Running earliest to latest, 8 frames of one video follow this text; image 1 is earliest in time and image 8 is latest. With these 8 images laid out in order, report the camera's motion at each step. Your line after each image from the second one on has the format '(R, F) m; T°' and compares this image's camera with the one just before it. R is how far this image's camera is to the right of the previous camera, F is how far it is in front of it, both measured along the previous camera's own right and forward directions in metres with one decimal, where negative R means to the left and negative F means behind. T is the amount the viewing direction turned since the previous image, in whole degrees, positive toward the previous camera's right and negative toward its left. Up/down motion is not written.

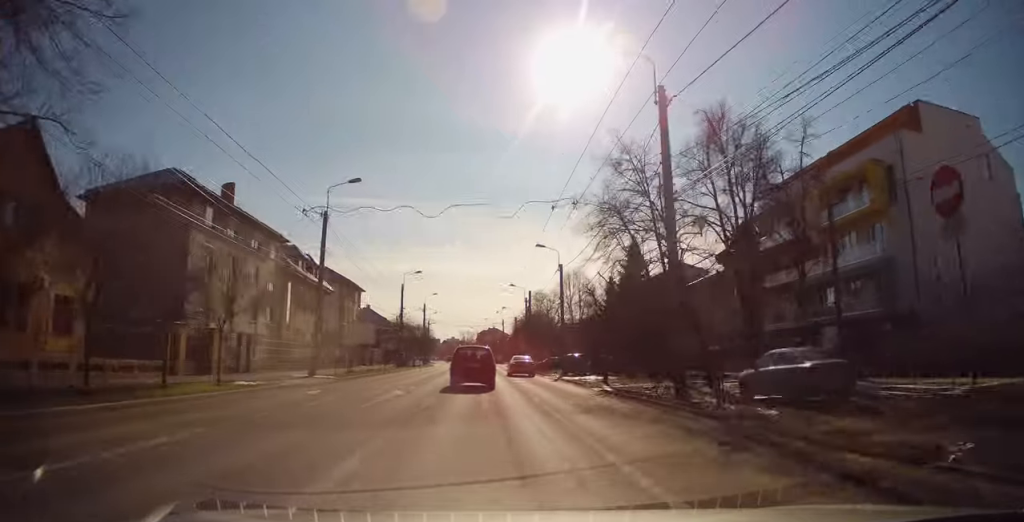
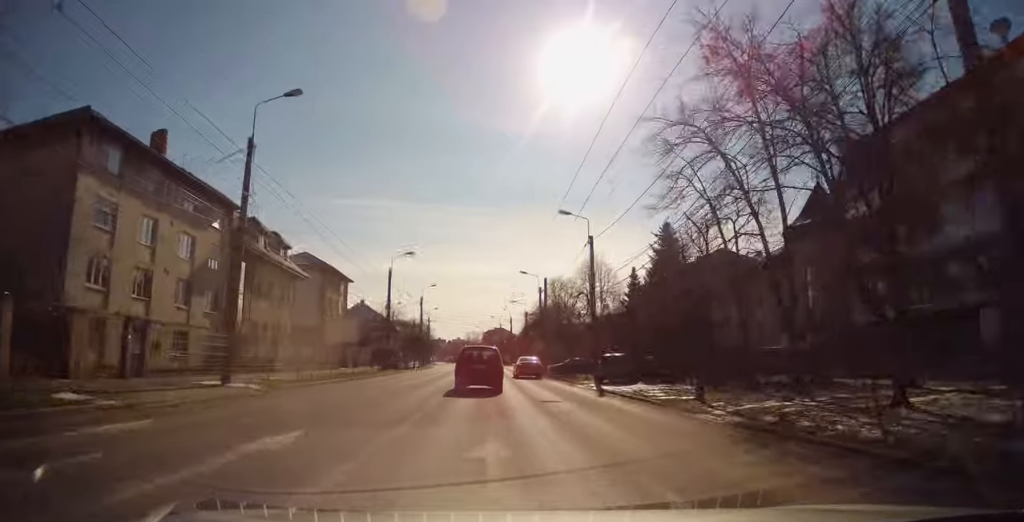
(0.0, +11.1) m; 0°
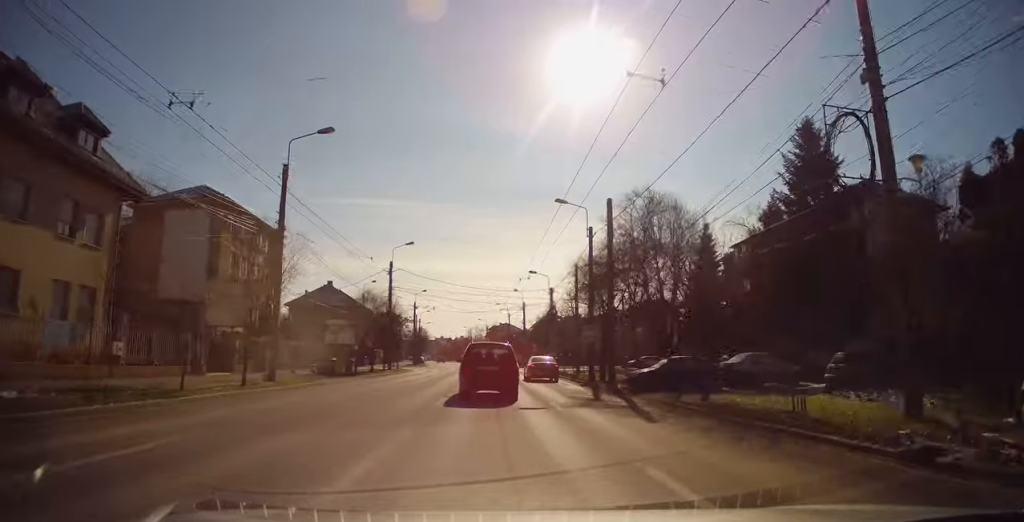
(-0.7, +26.5) m; -2°
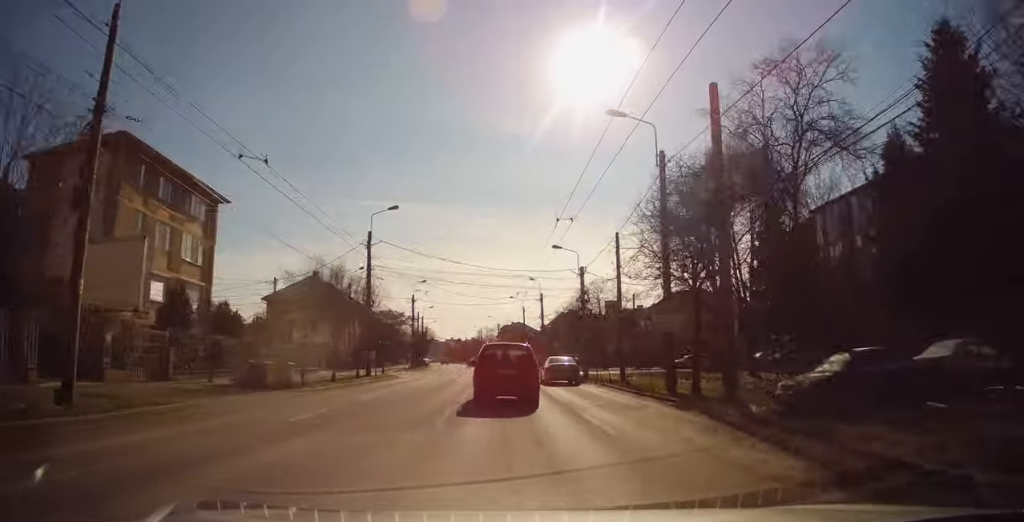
(+0.2, +11.9) m; -1°
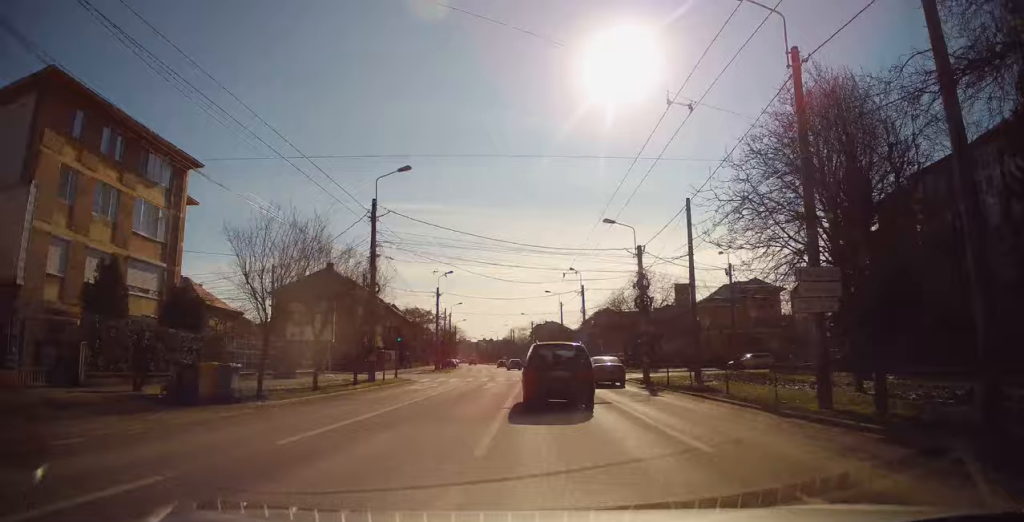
(0.0, +7.9) m; -1°
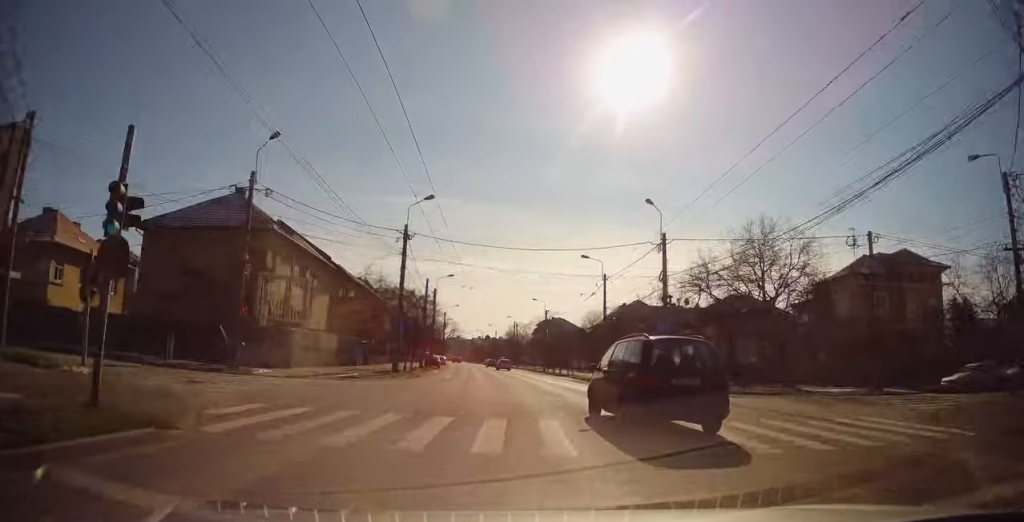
(-0.8, +27.0) m; -3°
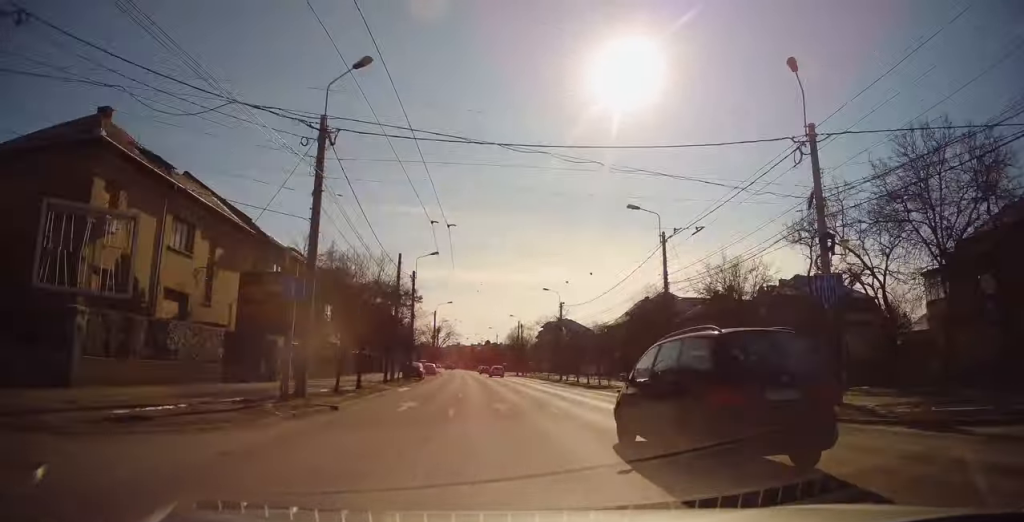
(-0.3, +16.9) m; 0°
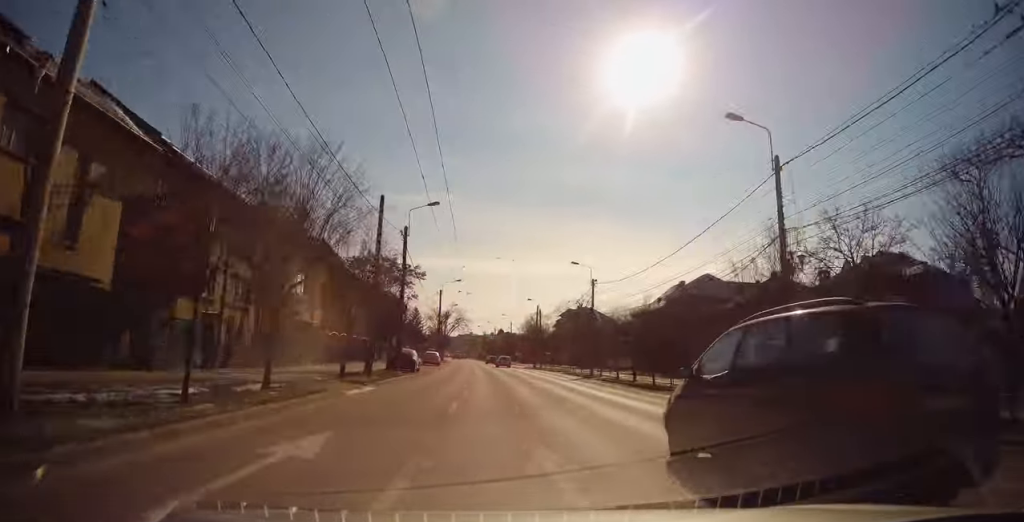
(+0.2, +11.6) m; 0°
